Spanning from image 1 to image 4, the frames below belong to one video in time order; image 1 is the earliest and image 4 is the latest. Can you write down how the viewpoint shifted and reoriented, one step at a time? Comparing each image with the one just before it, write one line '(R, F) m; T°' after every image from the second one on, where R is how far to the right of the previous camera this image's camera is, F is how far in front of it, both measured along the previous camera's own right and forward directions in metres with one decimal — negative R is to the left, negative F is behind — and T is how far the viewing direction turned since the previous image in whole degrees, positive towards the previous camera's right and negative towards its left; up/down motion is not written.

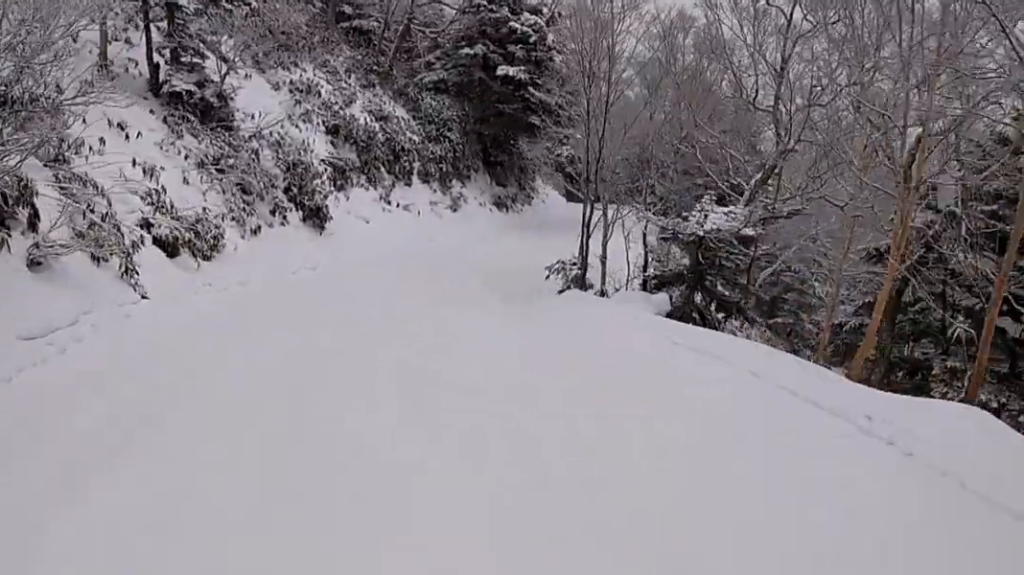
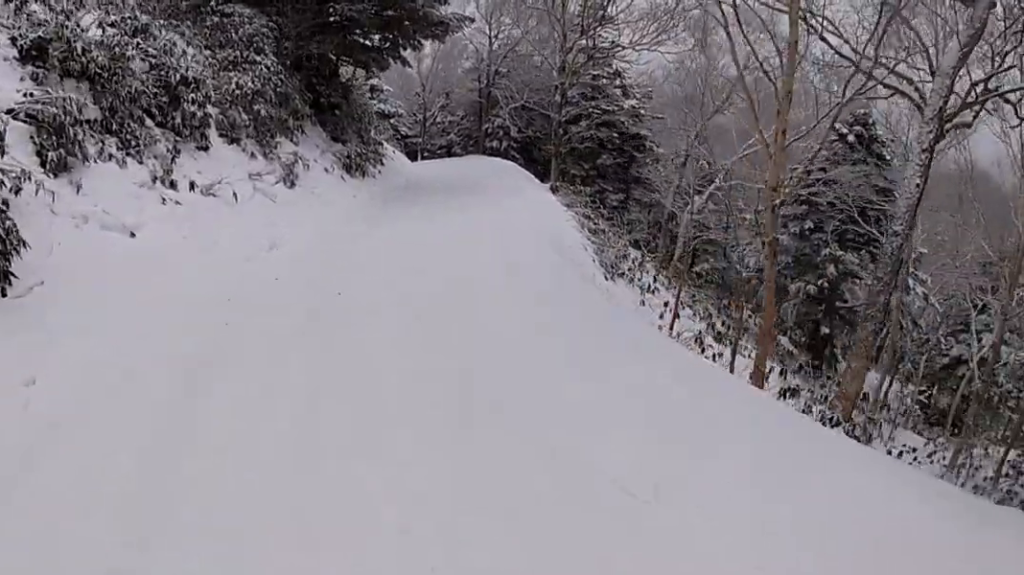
(+3.2, +14.2) m; +16°
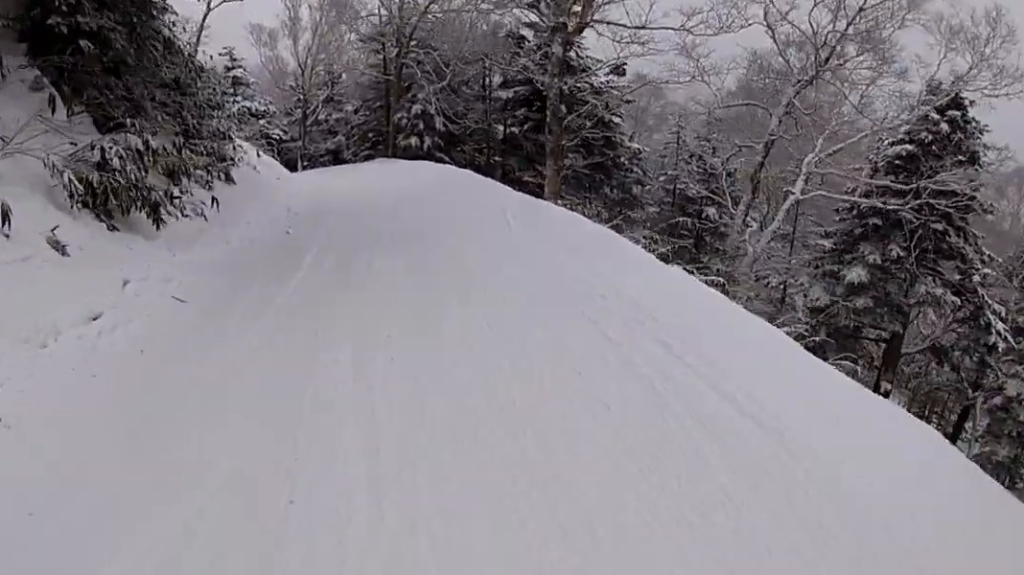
(+1.6, +13.9) m; +9°
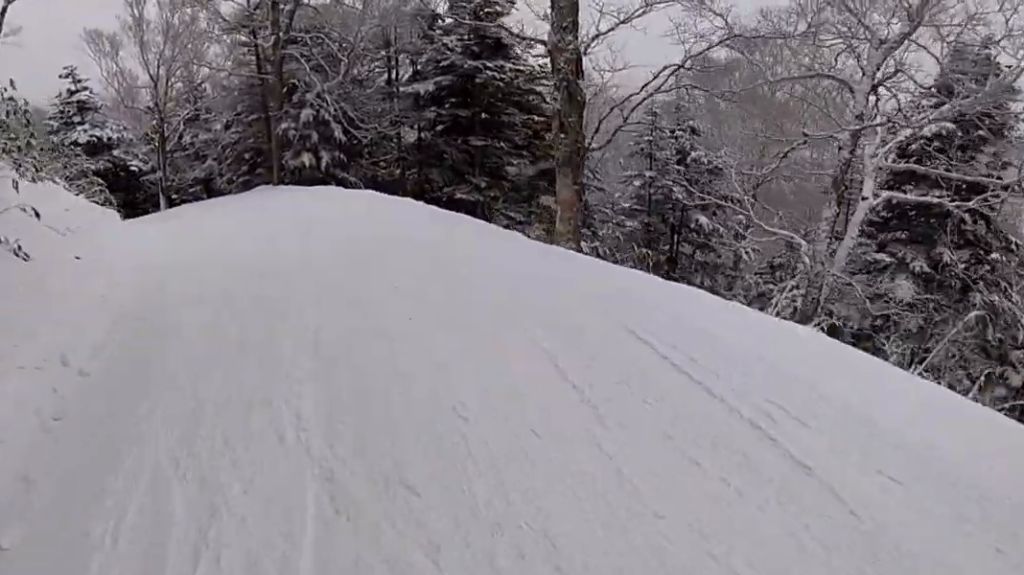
(0.0, +7.6) m; 0°
